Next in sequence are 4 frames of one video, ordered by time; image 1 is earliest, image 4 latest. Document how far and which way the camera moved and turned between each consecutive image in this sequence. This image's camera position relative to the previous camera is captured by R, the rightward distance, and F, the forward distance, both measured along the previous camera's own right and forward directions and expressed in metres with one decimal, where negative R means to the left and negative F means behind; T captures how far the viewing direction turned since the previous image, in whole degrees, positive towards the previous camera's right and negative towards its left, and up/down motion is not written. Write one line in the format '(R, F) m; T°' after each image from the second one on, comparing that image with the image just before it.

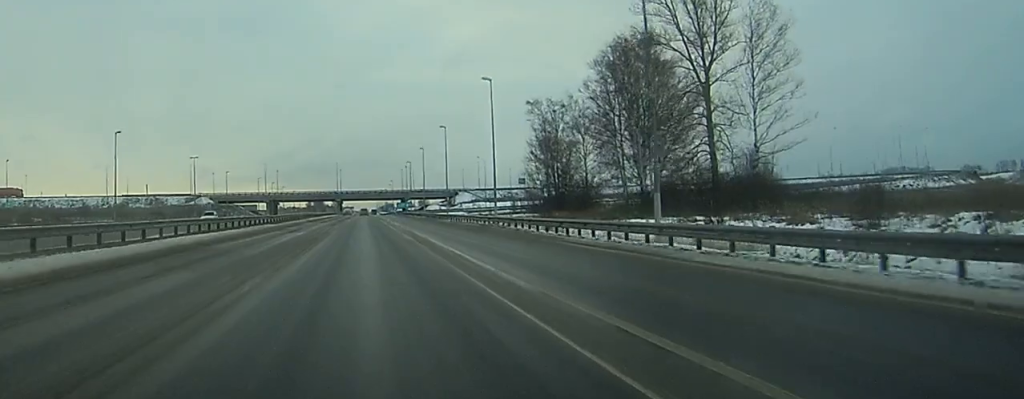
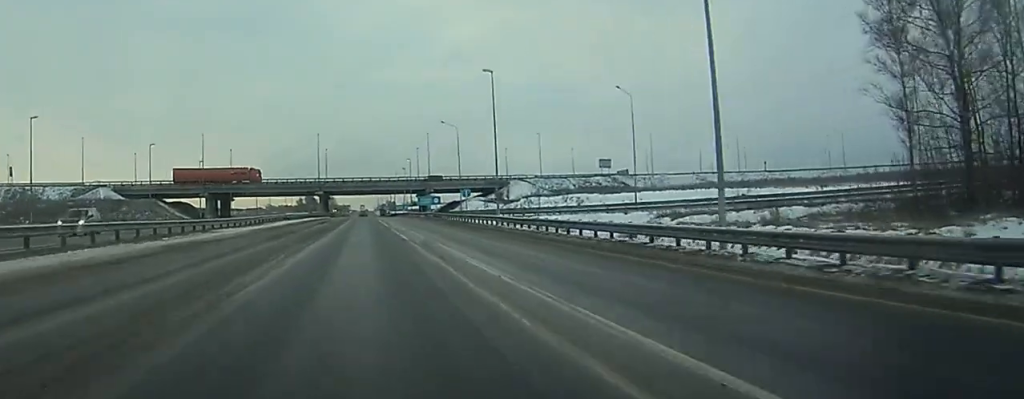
(-0.7, +109.6) m; 0°
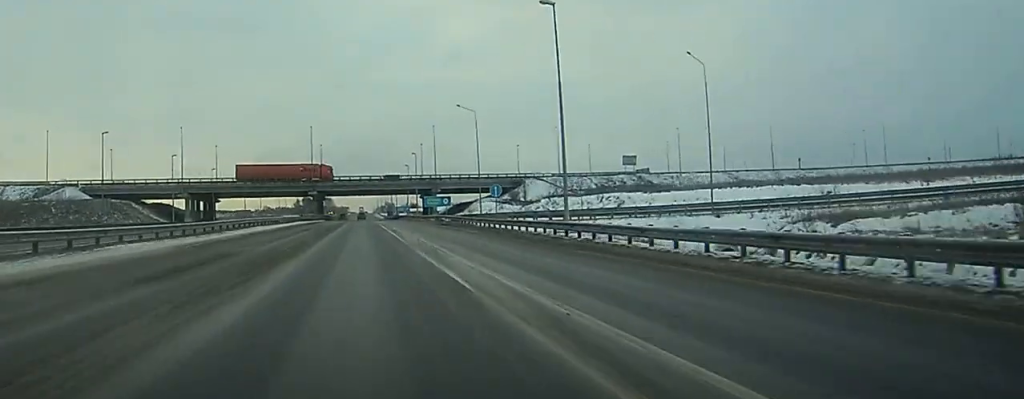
(0.0, +19.8) m; 0°
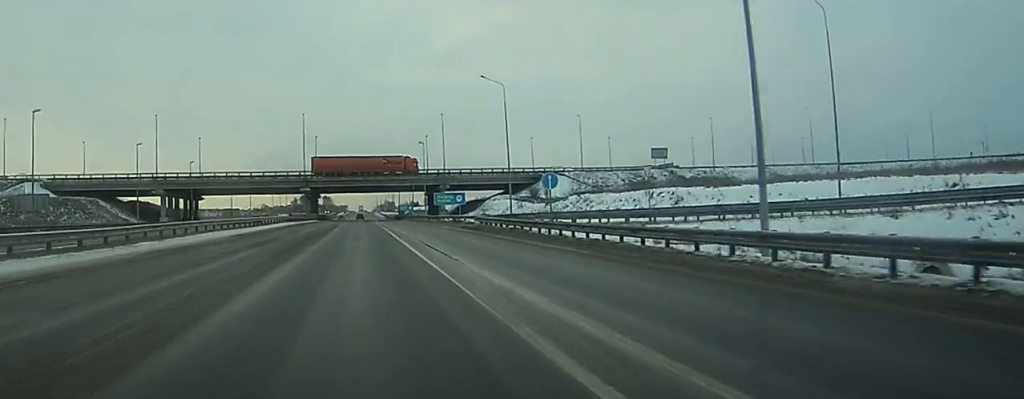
(0.0, +19.8) m; 0°
